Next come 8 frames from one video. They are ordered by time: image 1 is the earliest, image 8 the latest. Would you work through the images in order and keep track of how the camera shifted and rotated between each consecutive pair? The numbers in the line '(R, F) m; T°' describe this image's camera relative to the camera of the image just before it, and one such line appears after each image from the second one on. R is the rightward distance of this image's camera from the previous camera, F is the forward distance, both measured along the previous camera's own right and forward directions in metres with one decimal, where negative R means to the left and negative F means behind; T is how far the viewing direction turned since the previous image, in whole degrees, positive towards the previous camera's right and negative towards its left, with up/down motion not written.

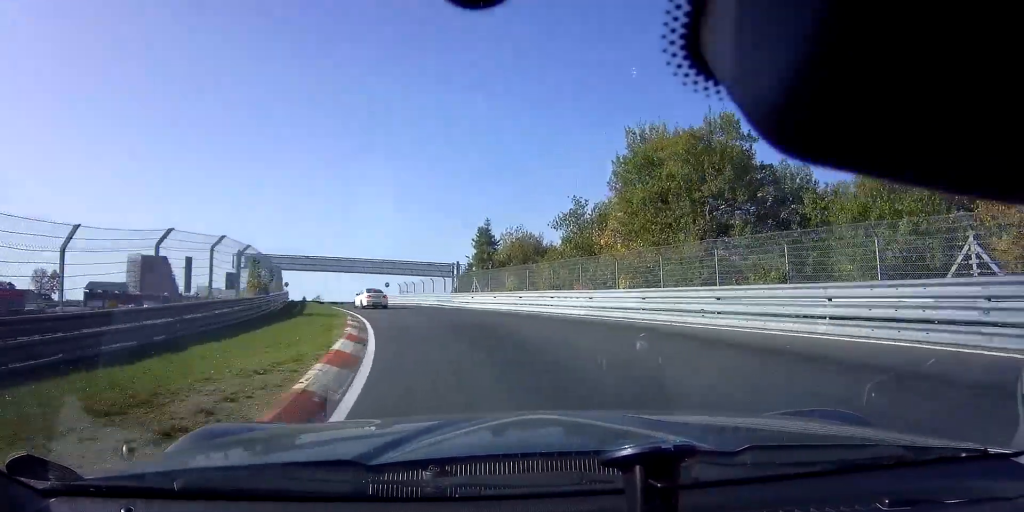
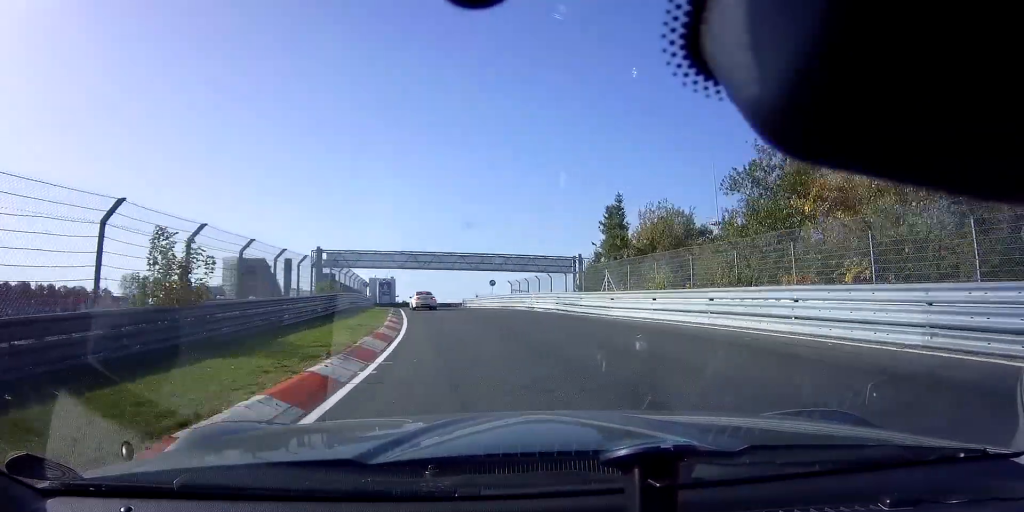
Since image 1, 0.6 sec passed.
(-1.4, +13.0) m; -8°
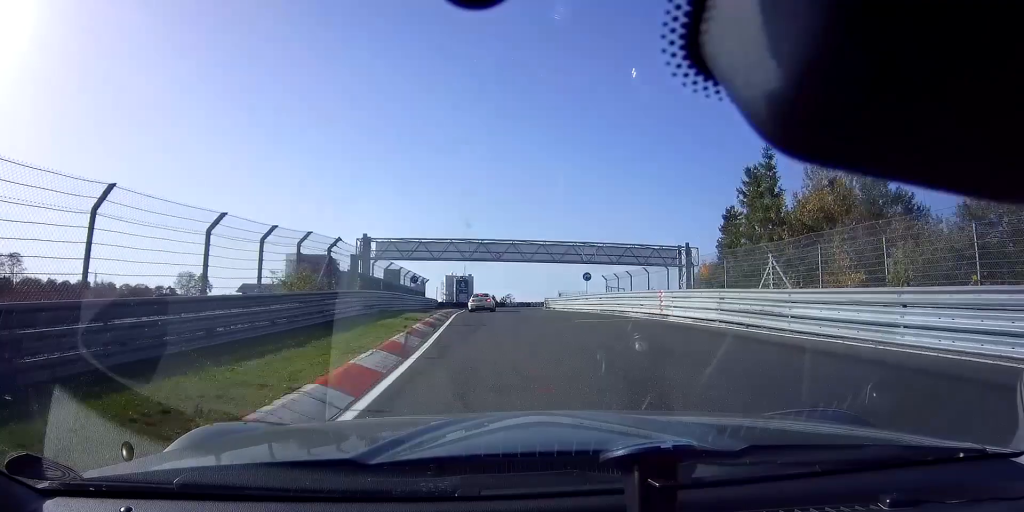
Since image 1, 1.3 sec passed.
(-0.9, +13.2) m; -7°
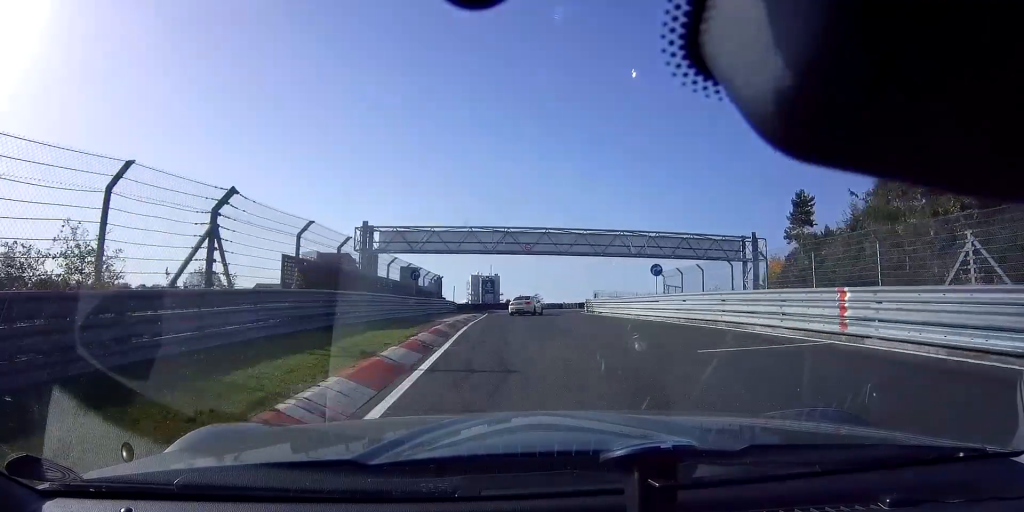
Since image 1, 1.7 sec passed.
(-0.6, +9.7) m; -1°
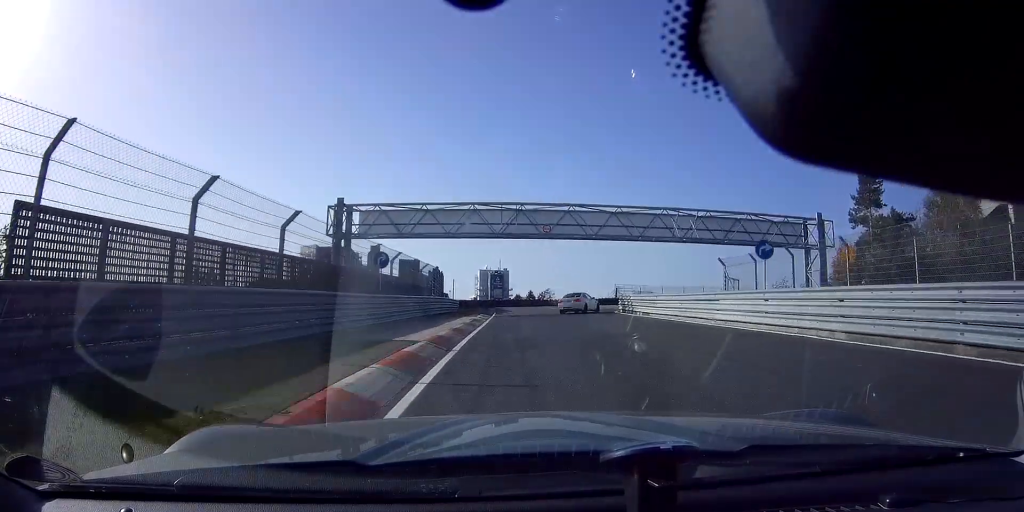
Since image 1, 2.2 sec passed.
(-0.4, +9.0) m; -1°
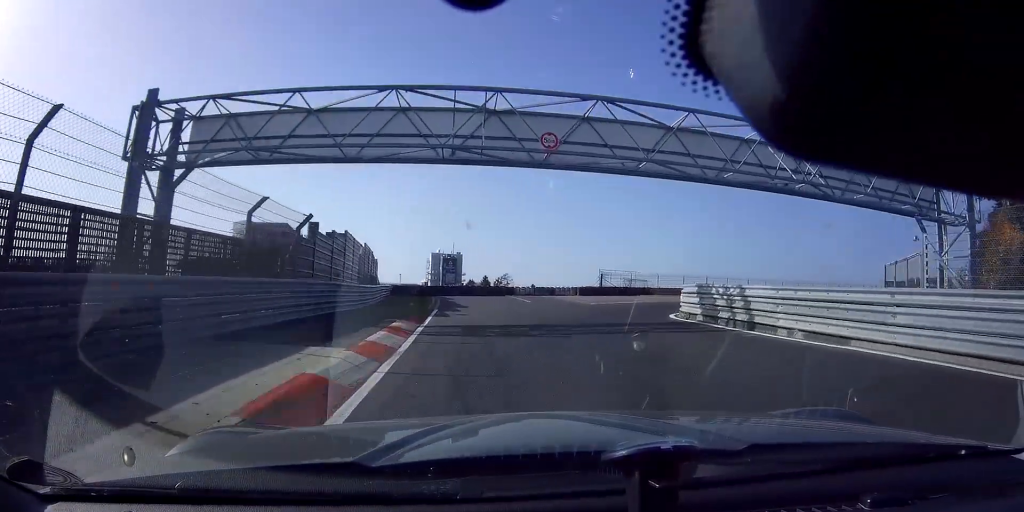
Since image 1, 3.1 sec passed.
(+0.3, +18.1) m; +9°
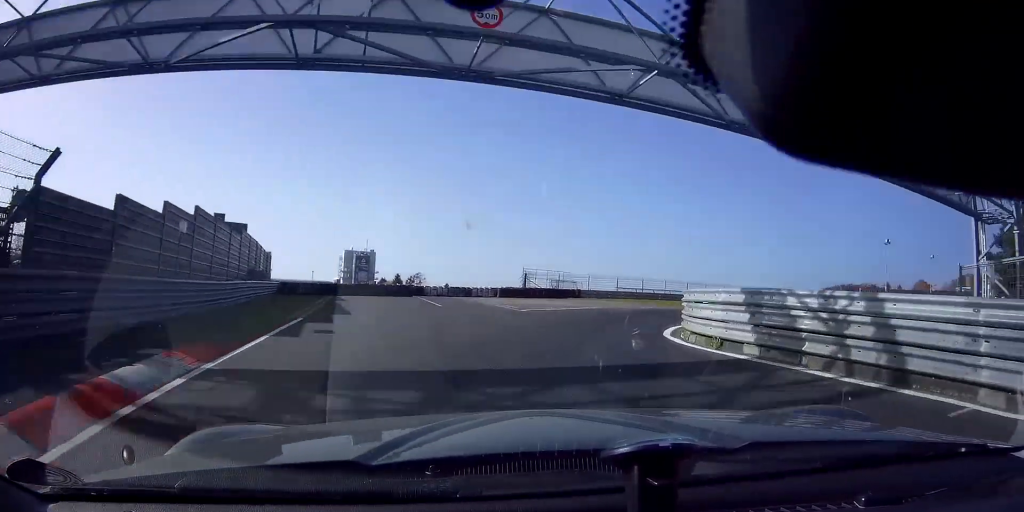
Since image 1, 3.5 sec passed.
(+0.7, +8.3) m; +9°
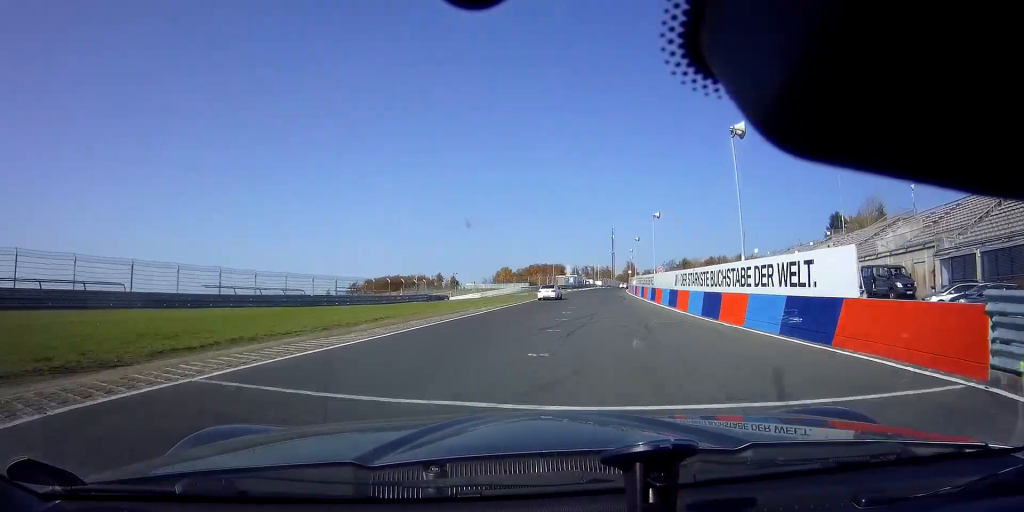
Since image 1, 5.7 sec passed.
(+18.6, +36.4) m; +46°
